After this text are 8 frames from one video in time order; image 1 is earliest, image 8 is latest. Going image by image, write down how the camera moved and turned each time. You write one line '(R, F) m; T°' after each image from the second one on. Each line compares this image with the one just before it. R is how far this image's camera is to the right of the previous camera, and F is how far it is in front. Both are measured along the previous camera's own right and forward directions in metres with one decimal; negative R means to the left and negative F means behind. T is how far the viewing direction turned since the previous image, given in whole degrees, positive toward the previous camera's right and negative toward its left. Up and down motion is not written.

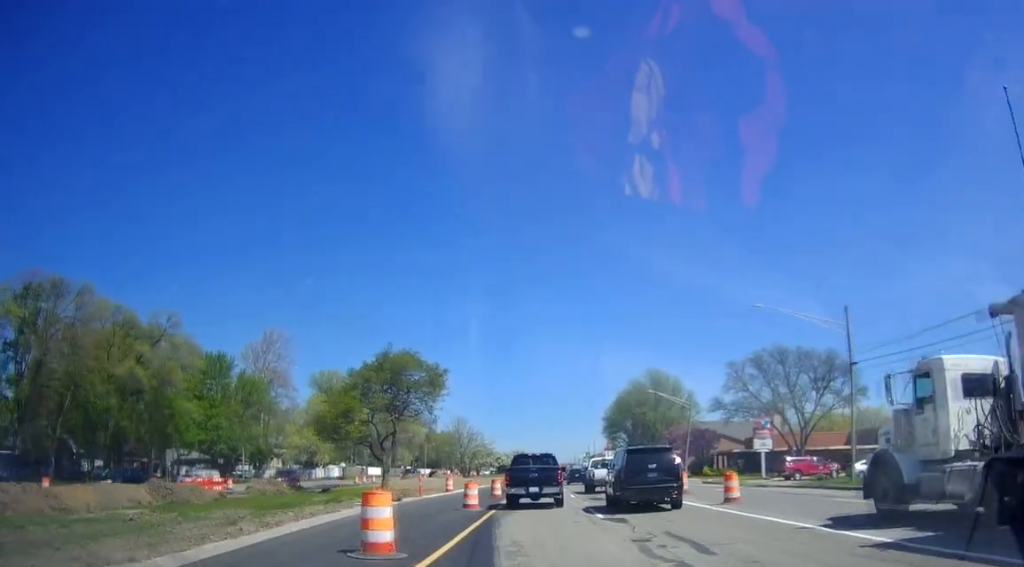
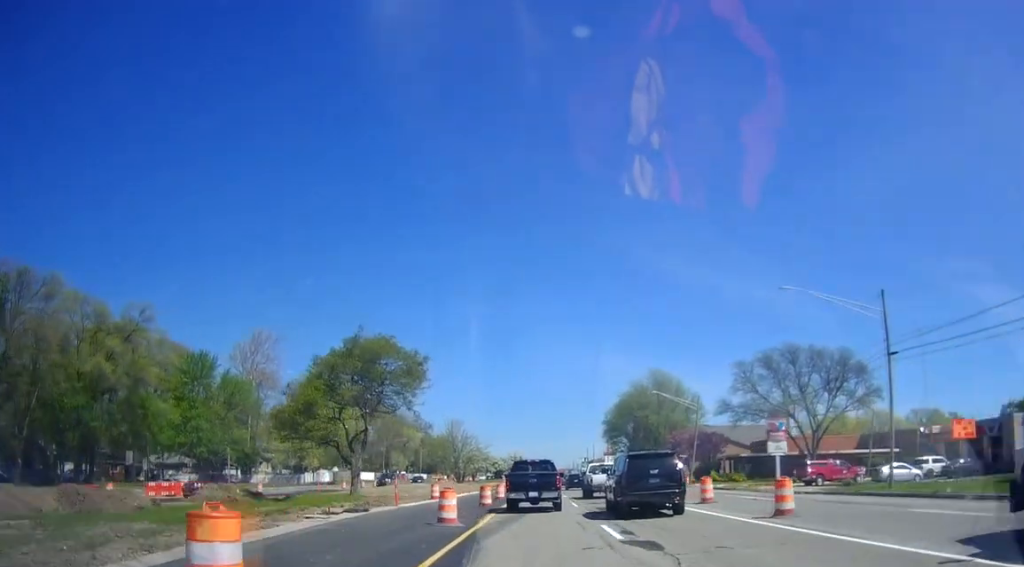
(0.0, +5.0) m; 0°
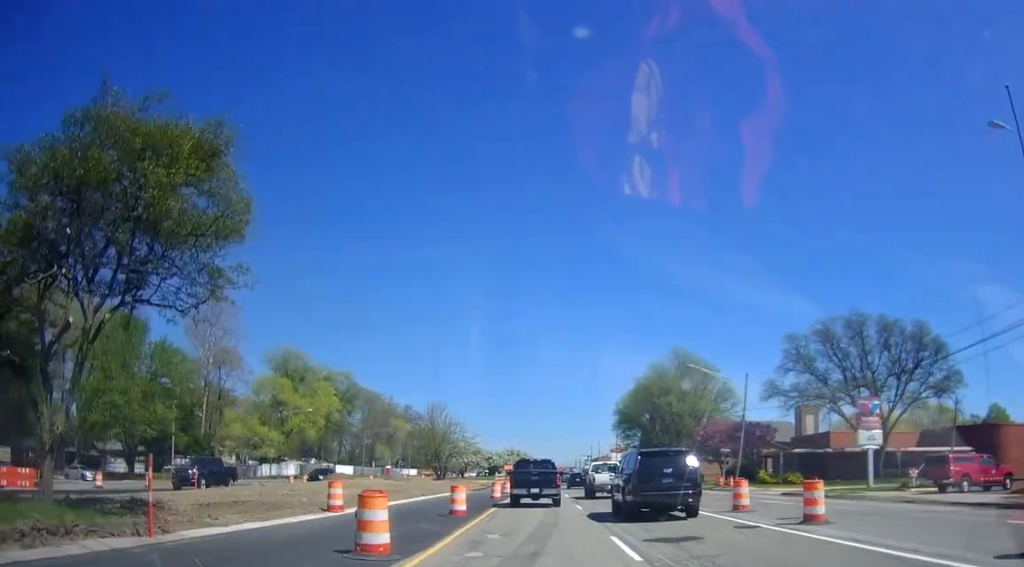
(0.0, +18.7) m; 0°
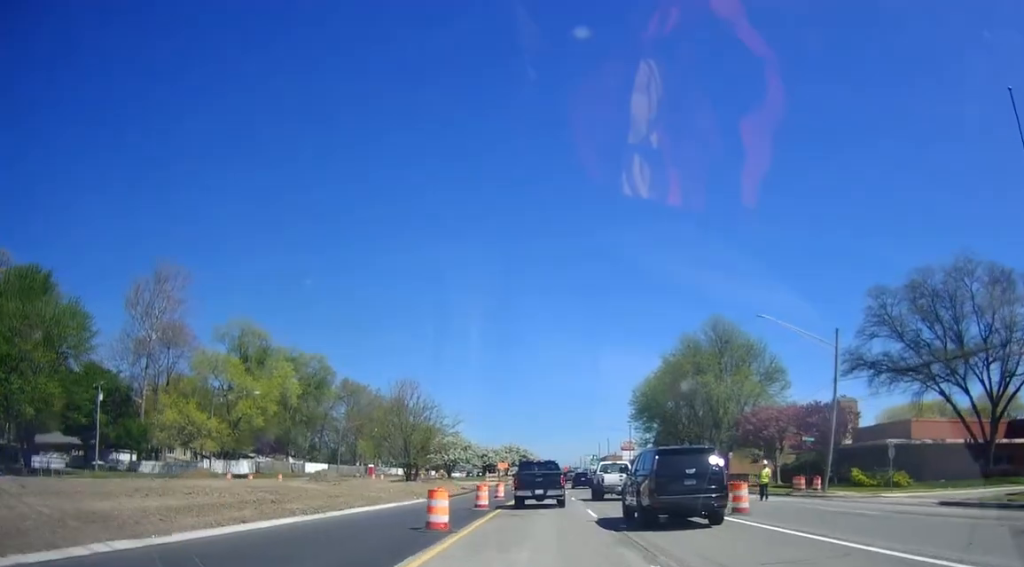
(-0.3, +19.4) m; -2°
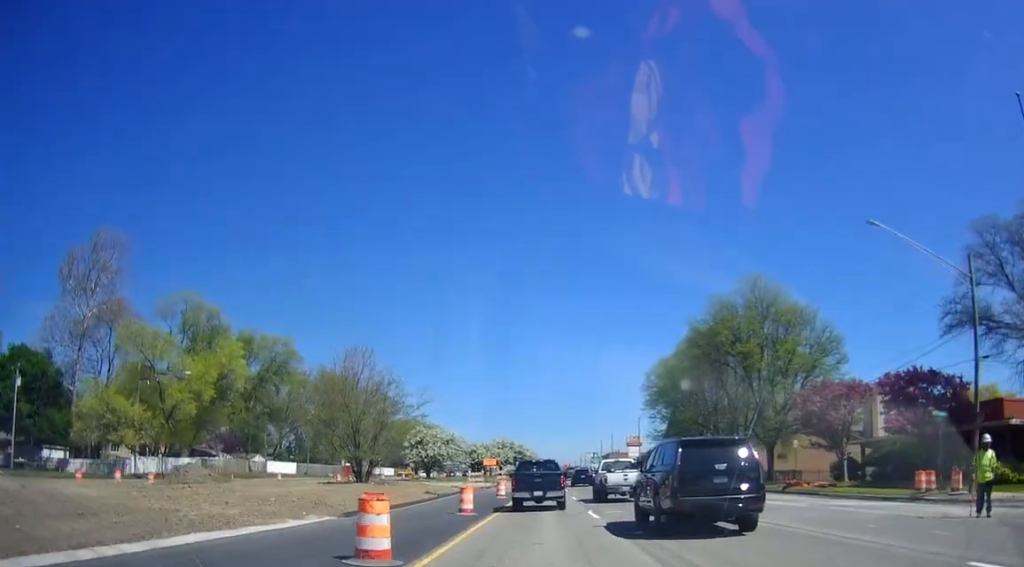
(-0.2, +16.4) m; +1°
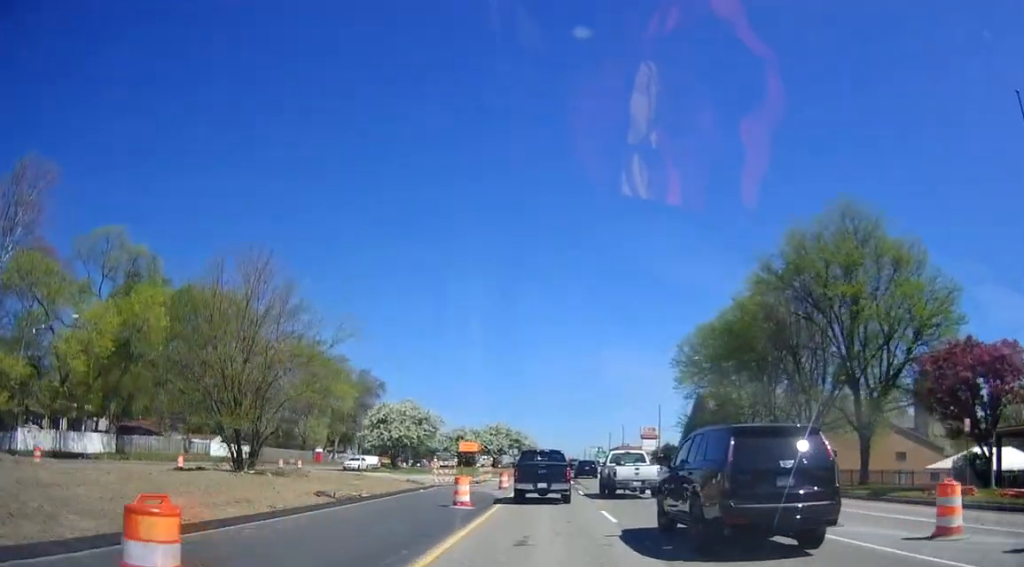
(+0.3, +19.6) m; 0°
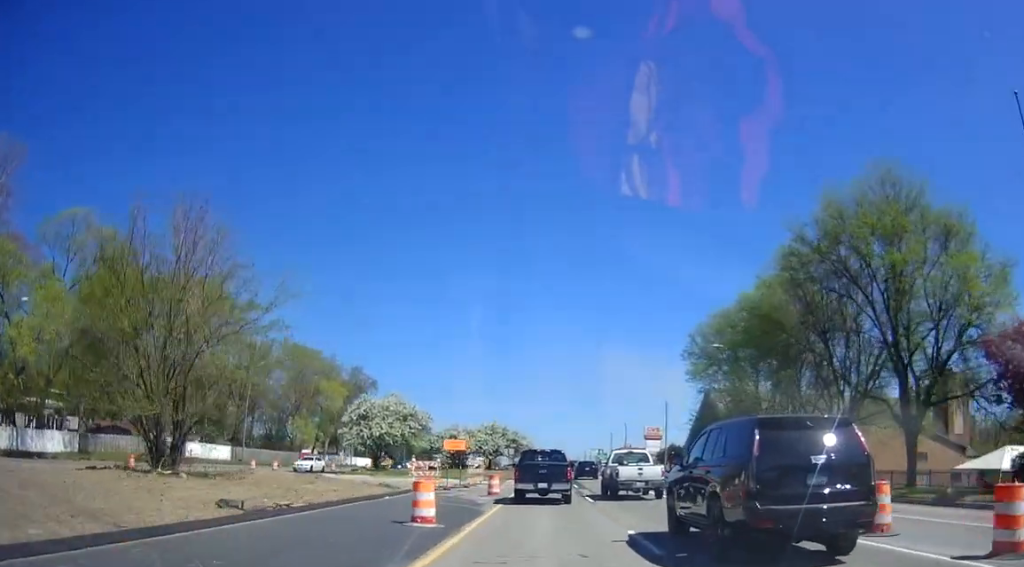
(-0.1, +6.6) m; 0°
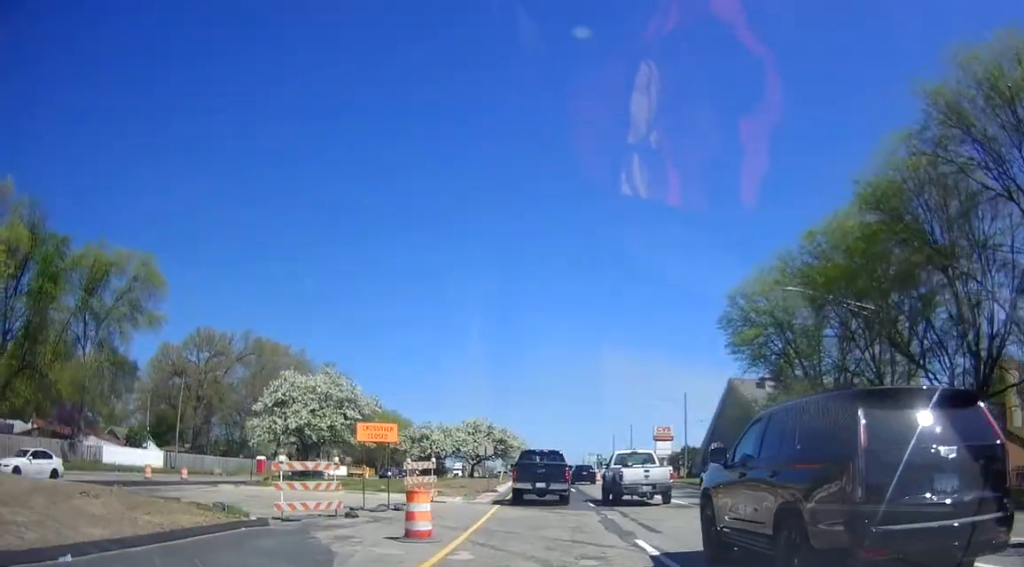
(+0.2, +17.1) m; +1°
